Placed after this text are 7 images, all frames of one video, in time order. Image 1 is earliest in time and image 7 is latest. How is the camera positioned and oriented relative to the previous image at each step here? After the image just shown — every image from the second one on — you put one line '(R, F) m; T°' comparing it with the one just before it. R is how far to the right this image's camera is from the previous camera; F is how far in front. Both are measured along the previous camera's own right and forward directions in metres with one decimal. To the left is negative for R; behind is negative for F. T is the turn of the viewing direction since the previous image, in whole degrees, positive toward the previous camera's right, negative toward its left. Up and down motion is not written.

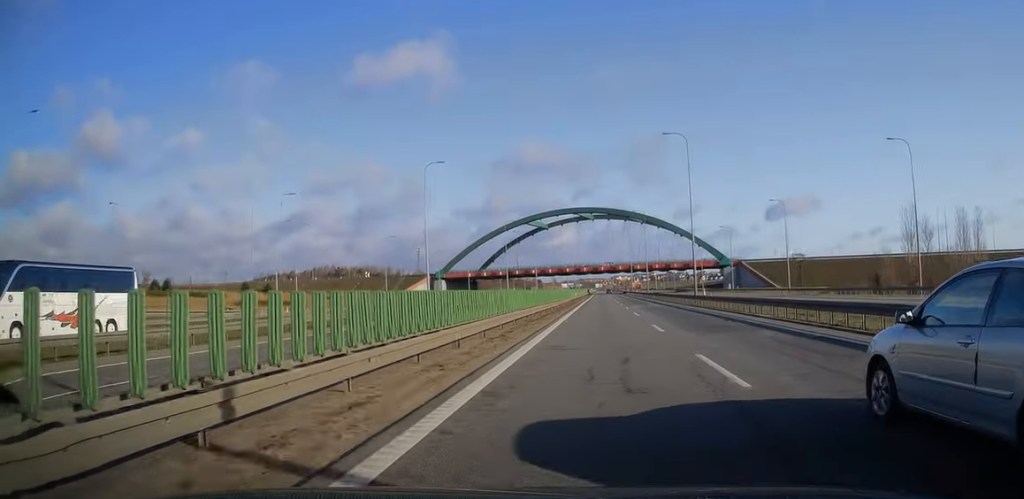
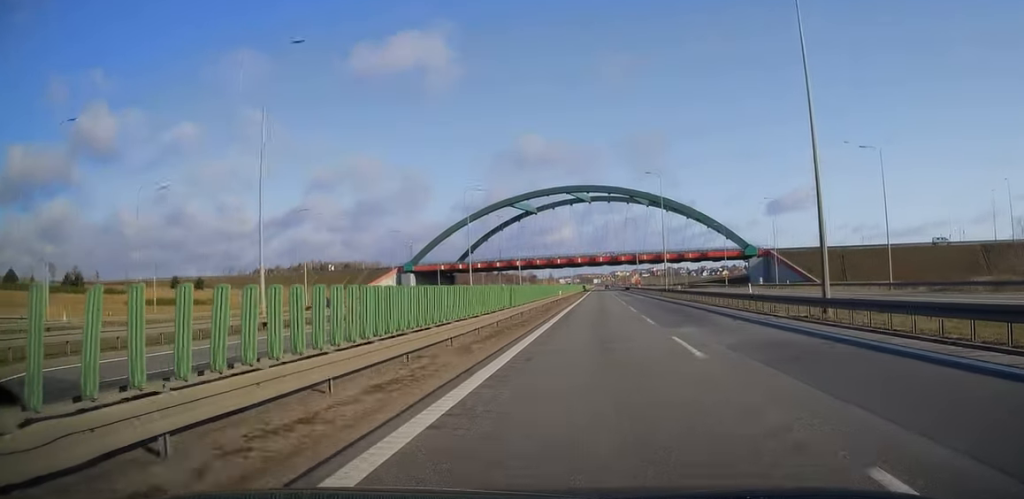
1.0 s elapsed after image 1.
(+0.1, +32.6) m; 0°
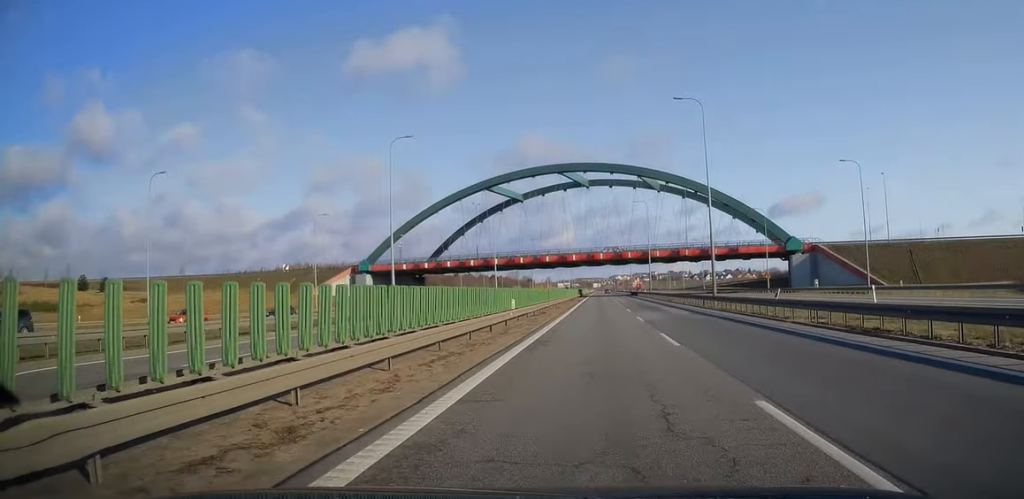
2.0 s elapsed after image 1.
(+0.1, +33.2) m; 0°
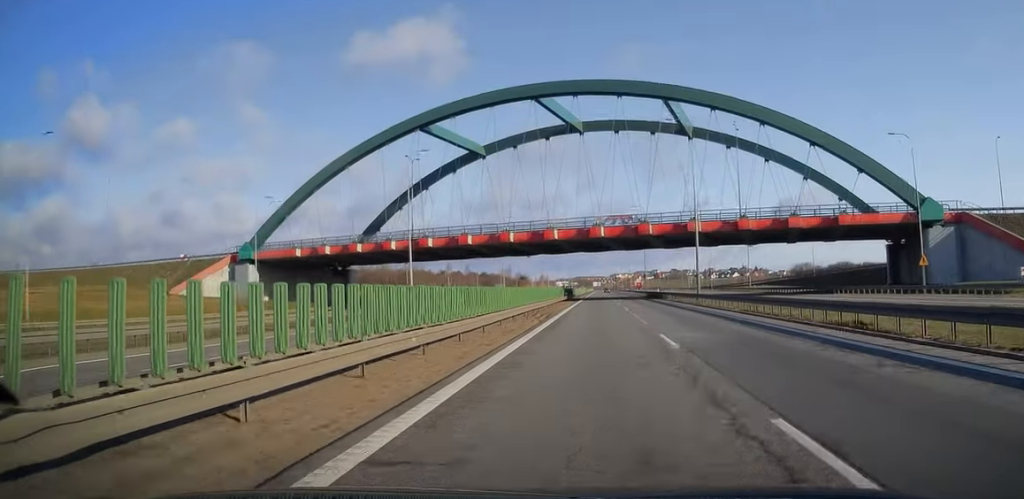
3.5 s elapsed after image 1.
(-0.1, +49.3) m; 0°
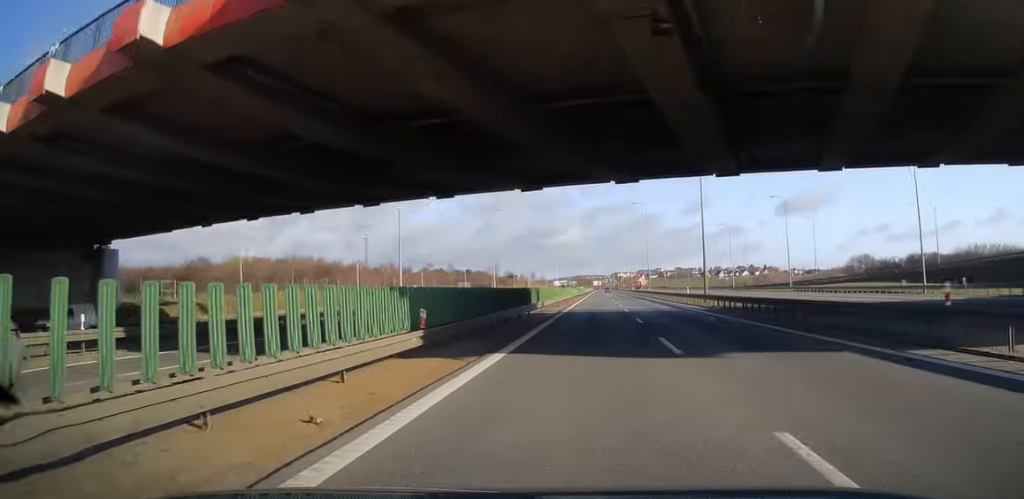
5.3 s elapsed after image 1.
(0.0, +61.0) m; 0°
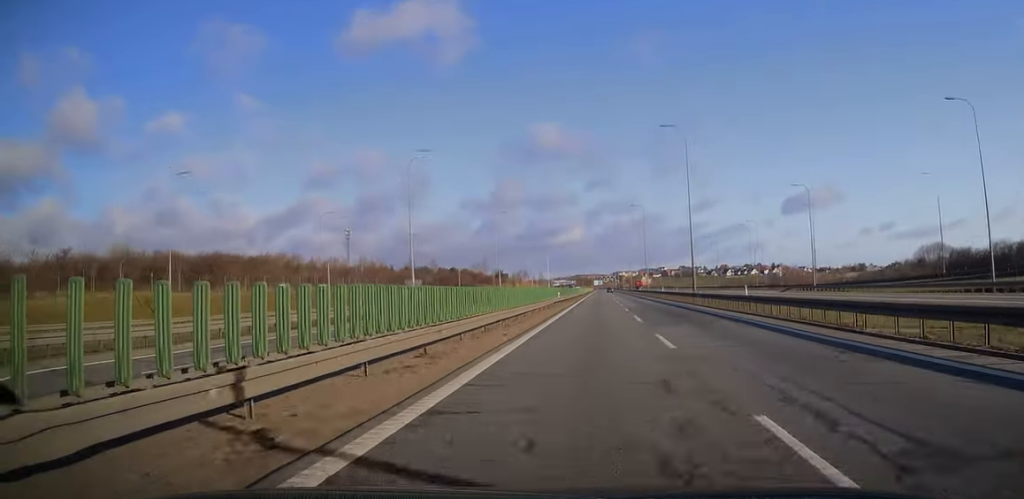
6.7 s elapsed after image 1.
(-0.1, +47.1) m; 0°
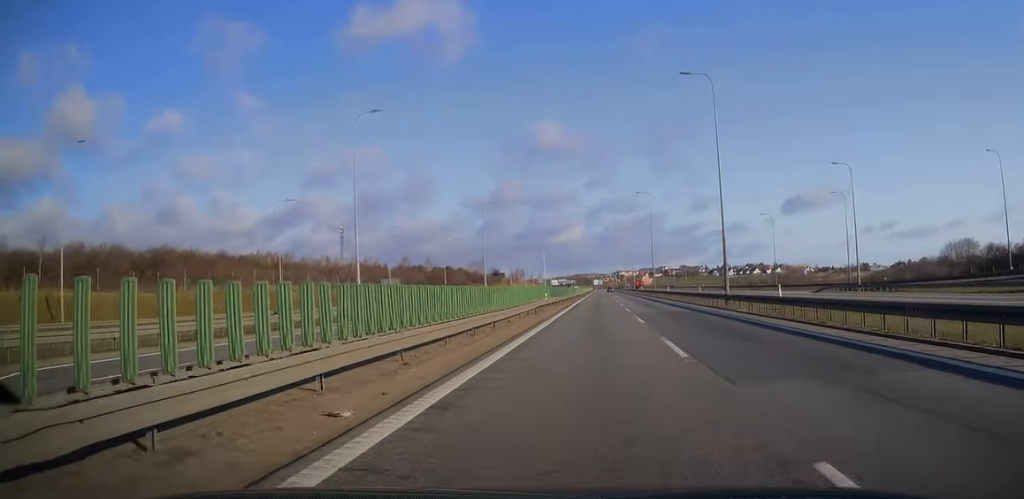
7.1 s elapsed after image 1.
(0.0, +13.9) m; 0°
